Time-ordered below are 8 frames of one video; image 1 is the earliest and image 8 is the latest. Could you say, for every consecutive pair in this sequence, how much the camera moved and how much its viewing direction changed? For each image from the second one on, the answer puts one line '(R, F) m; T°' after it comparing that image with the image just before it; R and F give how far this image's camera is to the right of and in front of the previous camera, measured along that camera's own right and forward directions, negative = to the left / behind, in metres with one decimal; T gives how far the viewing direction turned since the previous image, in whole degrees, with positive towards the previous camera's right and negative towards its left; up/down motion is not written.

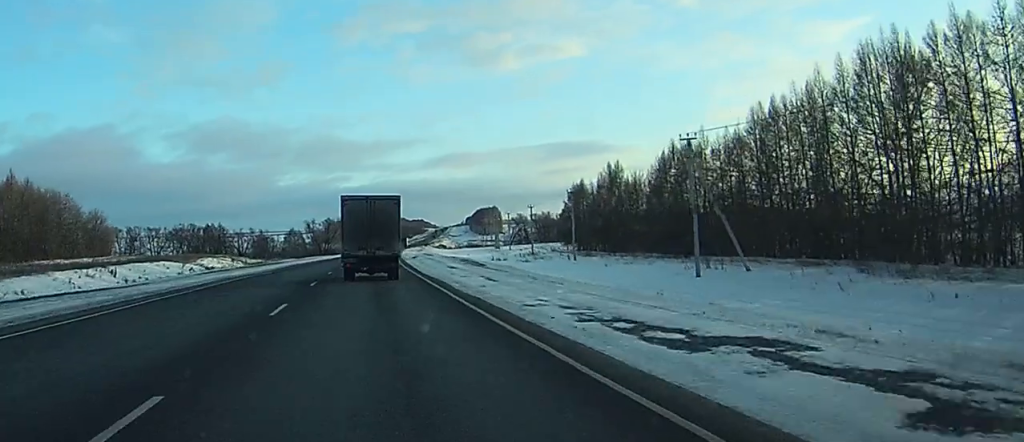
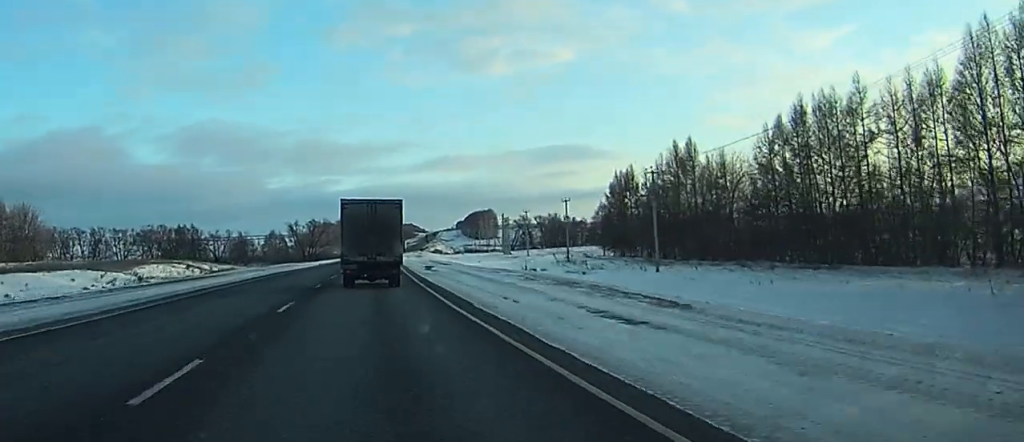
(-0.1, +33.1) m; 0°
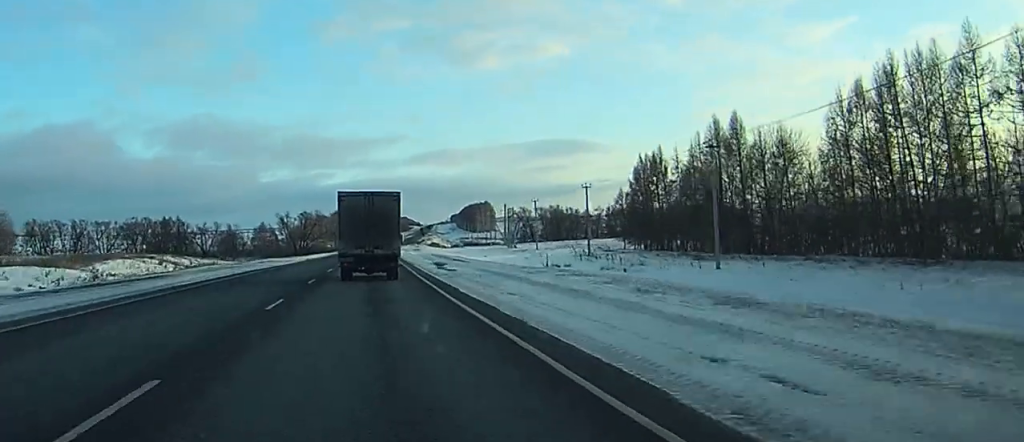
(0.0, +13.9) m; 0°
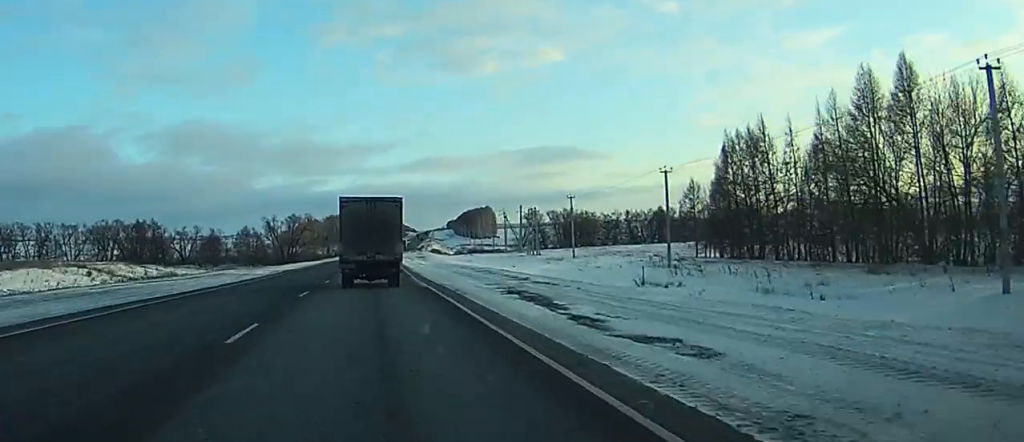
(+0.2, +29.3) m; +1°
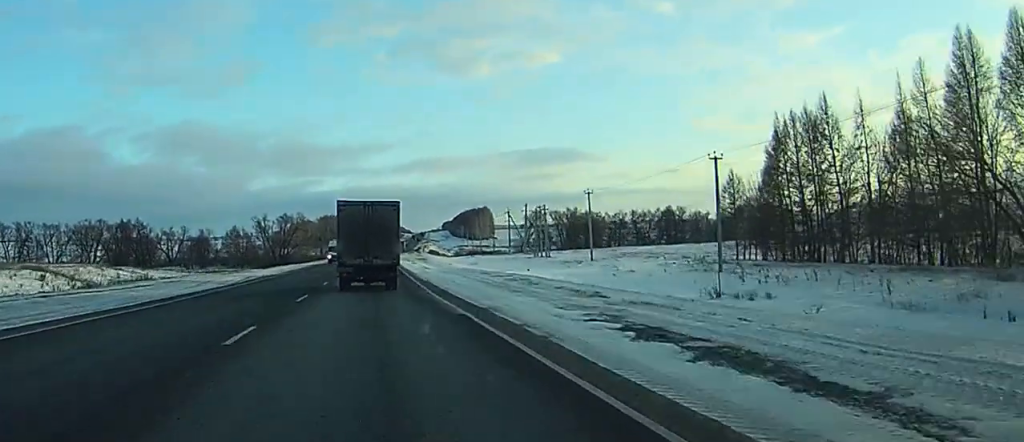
(0.0, +12.1) m; 0°
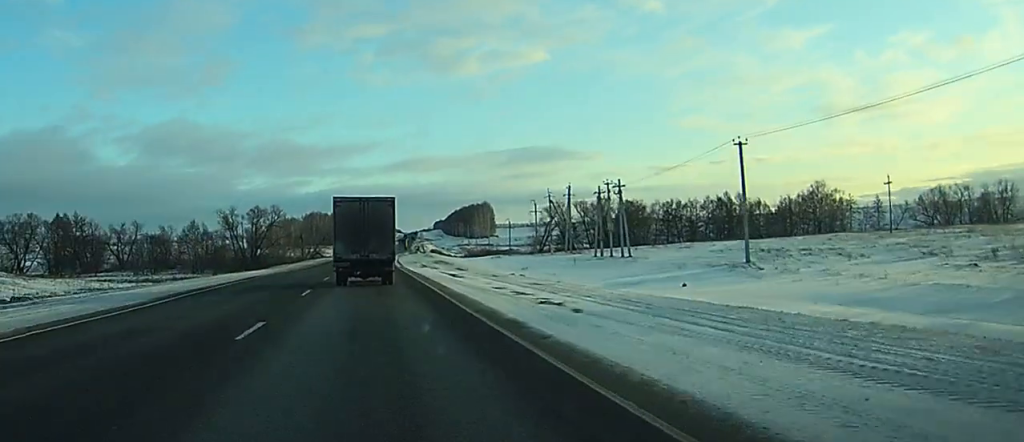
(+0.4, +47.2) m; +1°
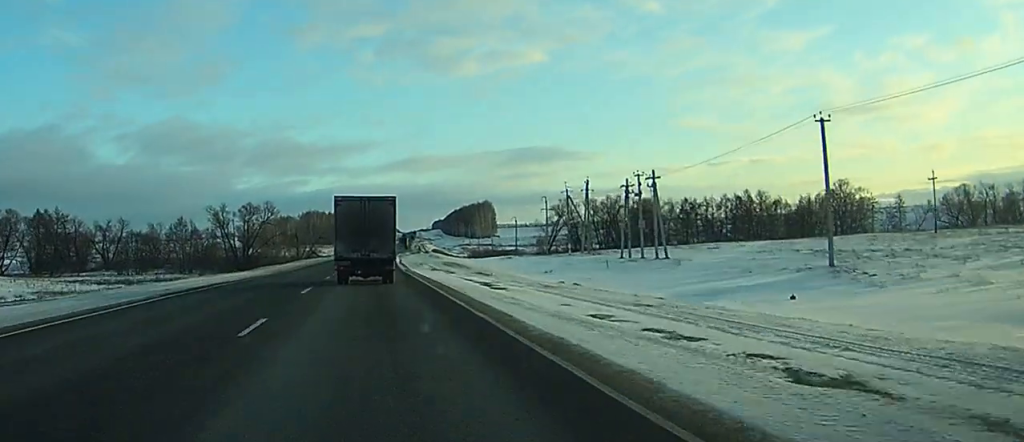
(0.0, +11.9) m; 0°
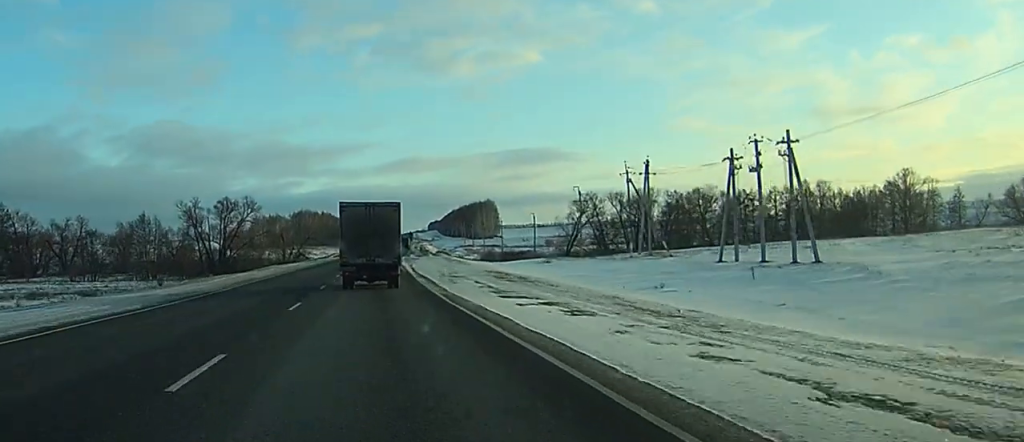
(+0.1, +28.5) m; 0°
